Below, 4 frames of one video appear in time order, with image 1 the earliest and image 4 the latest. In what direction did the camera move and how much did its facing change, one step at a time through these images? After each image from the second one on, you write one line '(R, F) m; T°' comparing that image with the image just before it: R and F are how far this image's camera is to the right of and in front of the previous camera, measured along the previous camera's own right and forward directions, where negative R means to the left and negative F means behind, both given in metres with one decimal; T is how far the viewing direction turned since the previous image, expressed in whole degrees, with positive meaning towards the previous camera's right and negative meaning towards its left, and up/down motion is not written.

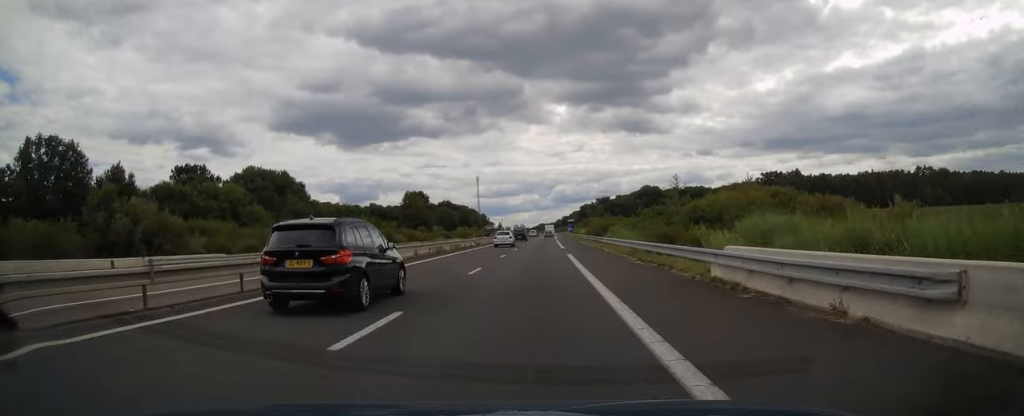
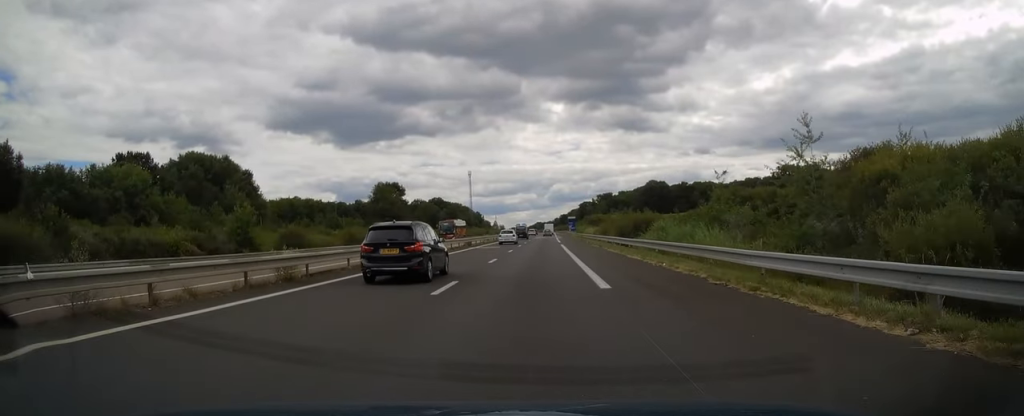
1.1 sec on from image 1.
(+0.1, +31.9) m; 0°
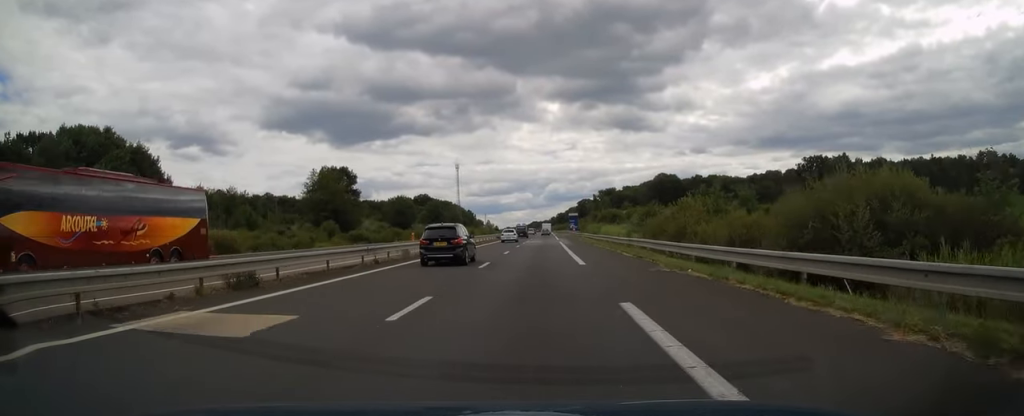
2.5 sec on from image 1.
(0.0, +42.1) m; 0°
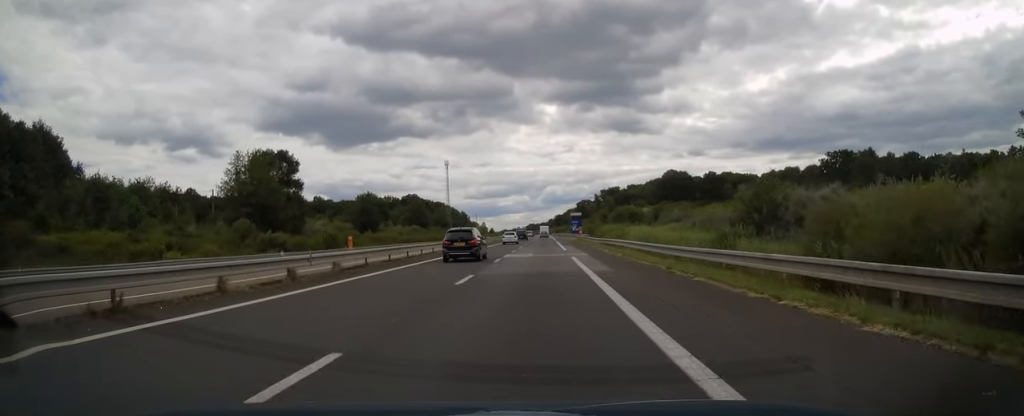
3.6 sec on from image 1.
(+0.1, +30.9) m; 0°
